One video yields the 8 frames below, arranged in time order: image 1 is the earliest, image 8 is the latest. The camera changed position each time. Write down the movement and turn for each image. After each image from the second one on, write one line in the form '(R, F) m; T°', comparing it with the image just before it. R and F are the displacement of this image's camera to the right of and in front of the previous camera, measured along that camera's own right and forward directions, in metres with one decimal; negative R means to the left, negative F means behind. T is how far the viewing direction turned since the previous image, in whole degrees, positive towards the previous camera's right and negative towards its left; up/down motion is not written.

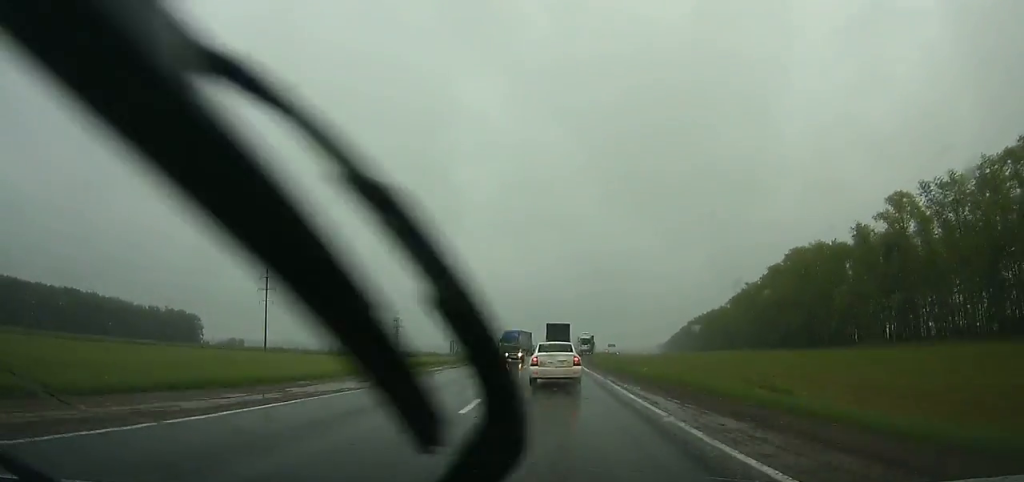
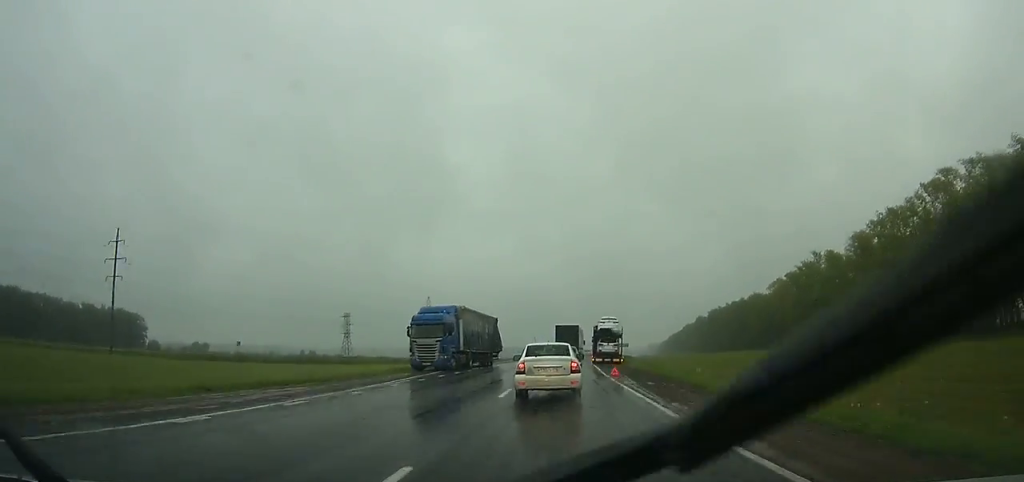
(+0.7, +56.7) m; +2°
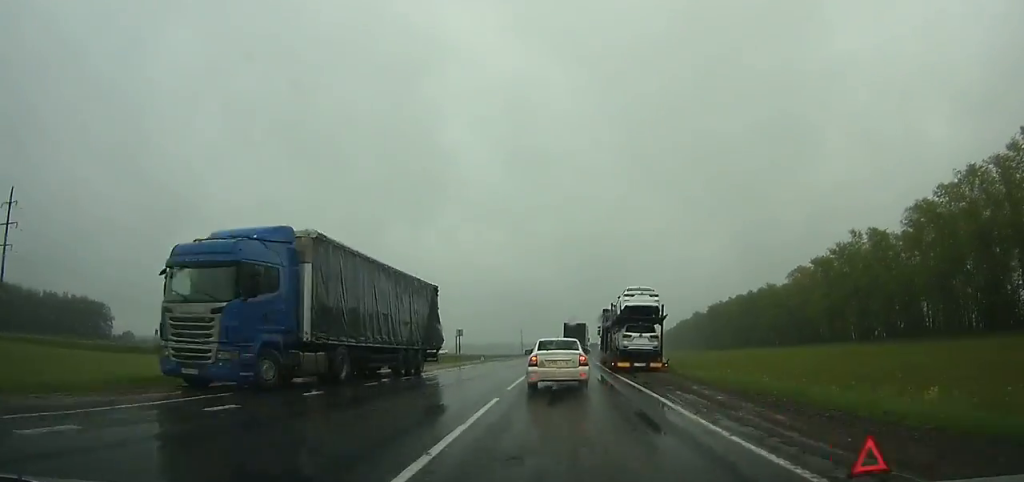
(+0.2, +22.7) m; +1°
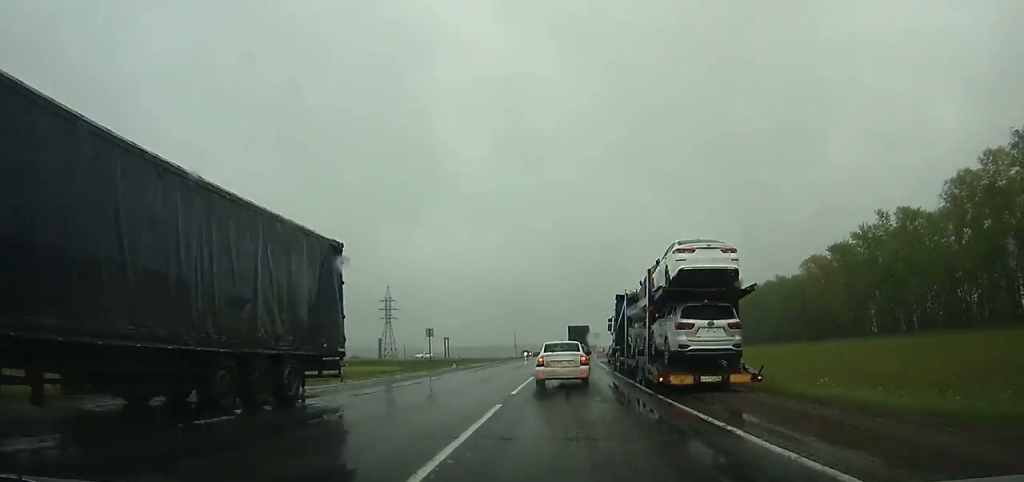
(+0.1, +12.1) m; +1°
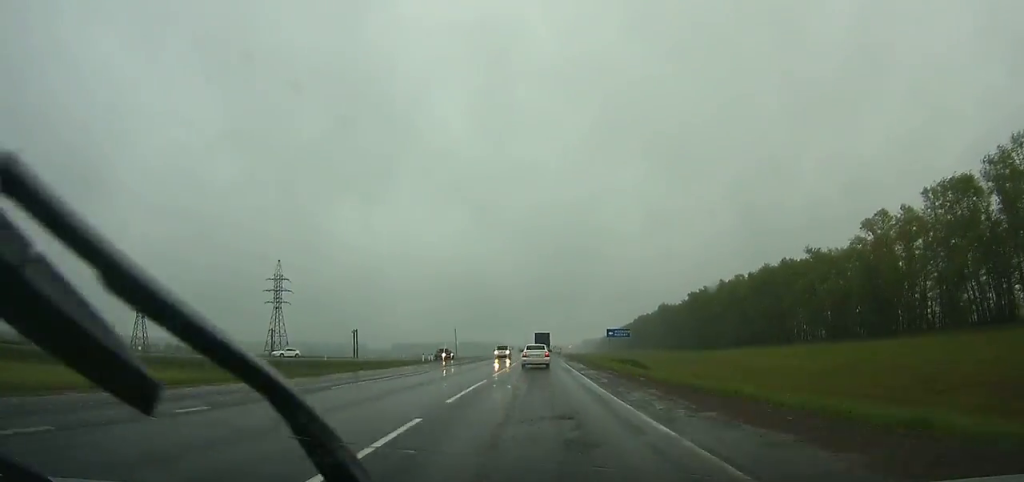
(+2.0, +54.6) m; +4°
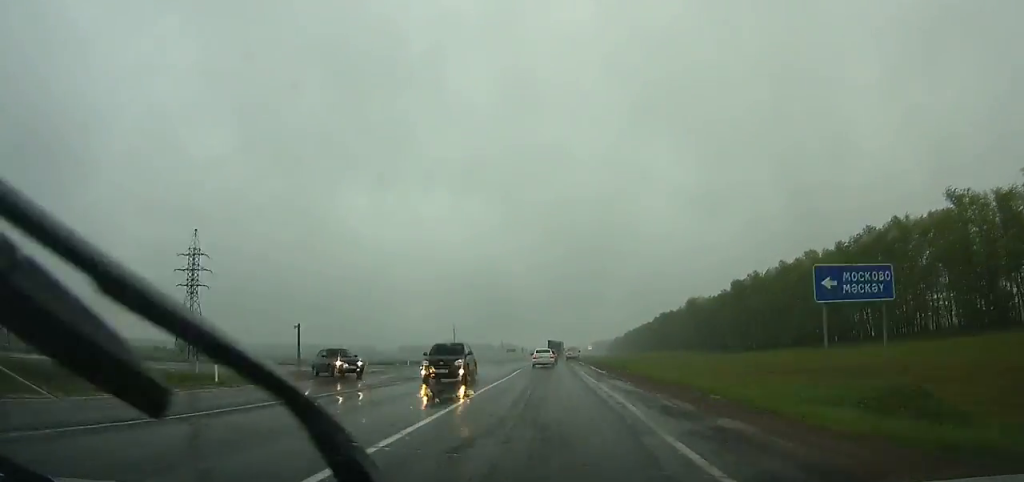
(+0.3, +45.5) m; 0°
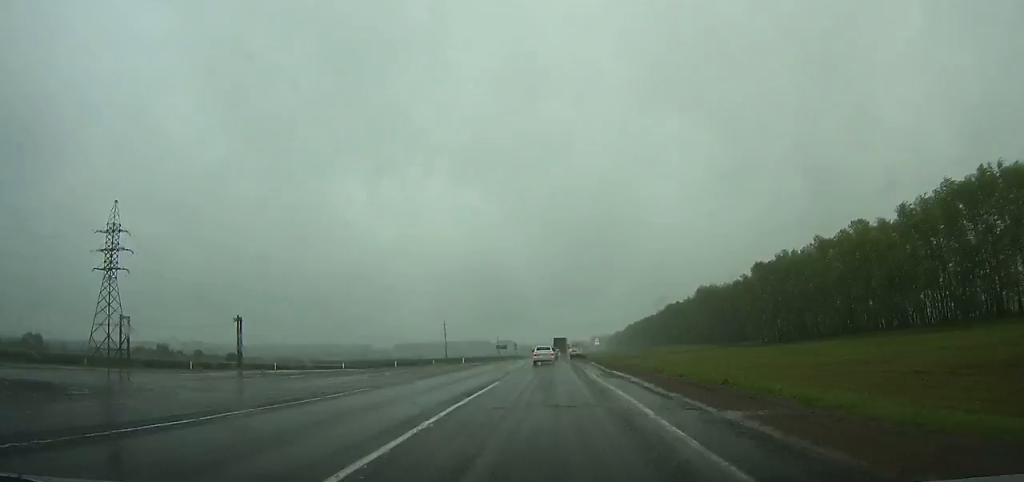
(0.0, +23.4) m; 0°
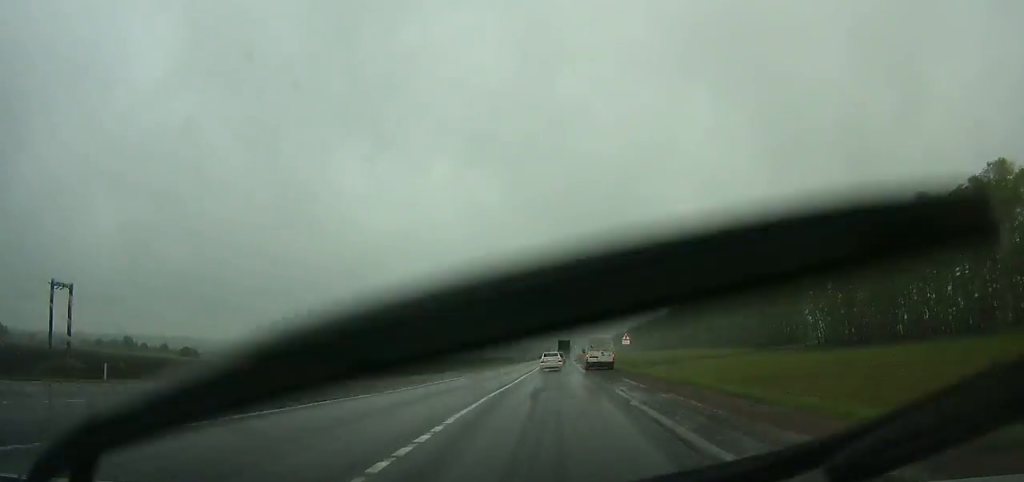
(0.0, +39.0) m; 0°
